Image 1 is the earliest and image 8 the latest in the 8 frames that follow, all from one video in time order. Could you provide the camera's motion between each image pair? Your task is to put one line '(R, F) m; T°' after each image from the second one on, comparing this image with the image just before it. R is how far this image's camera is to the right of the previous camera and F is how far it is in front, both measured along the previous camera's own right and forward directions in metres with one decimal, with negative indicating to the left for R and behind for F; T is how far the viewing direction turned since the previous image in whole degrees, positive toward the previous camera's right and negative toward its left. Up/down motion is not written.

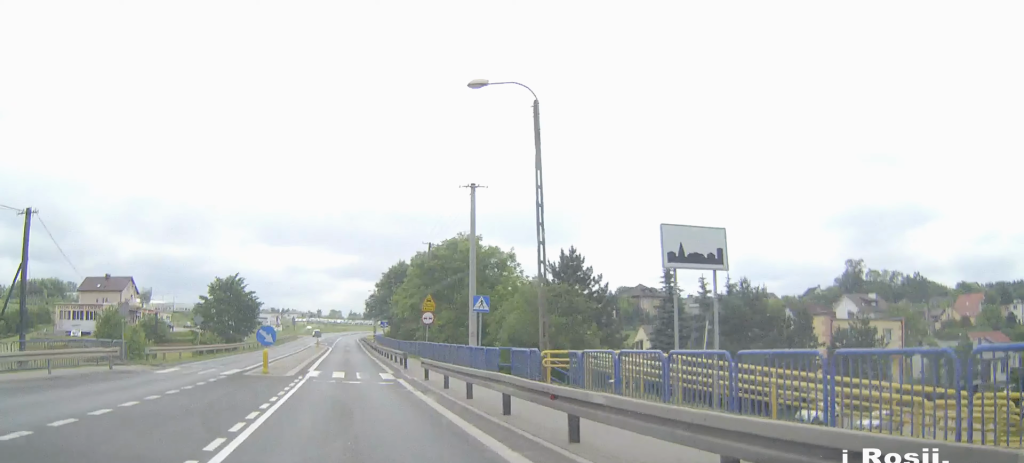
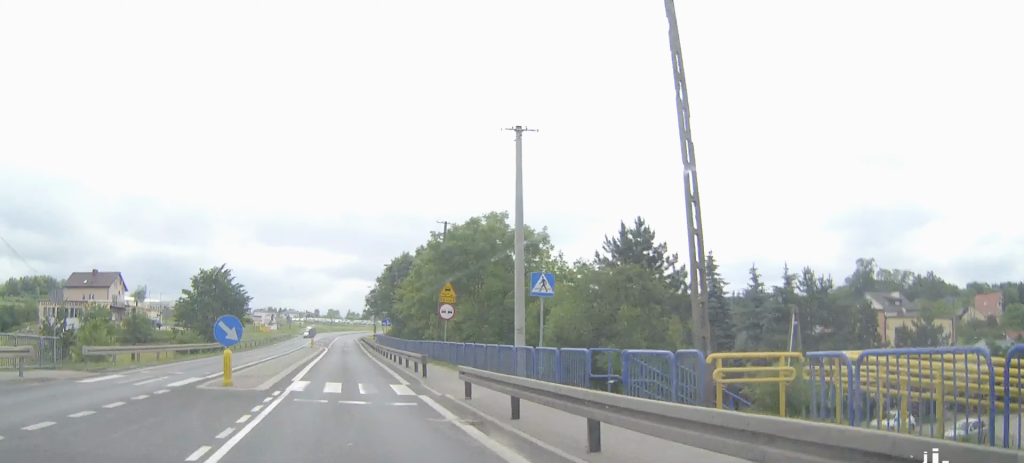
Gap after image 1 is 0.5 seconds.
(0.0, +8.6) m; 0°
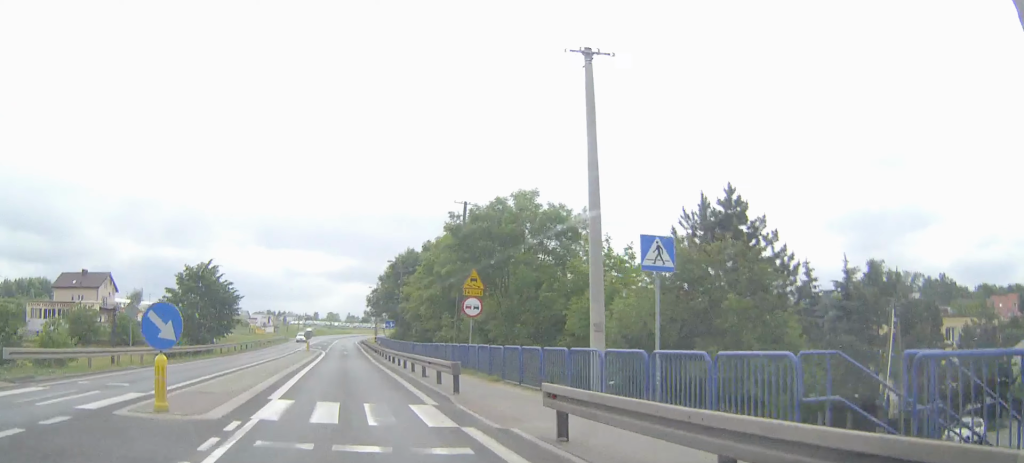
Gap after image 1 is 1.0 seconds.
(0.0, +7.2) m; 0°
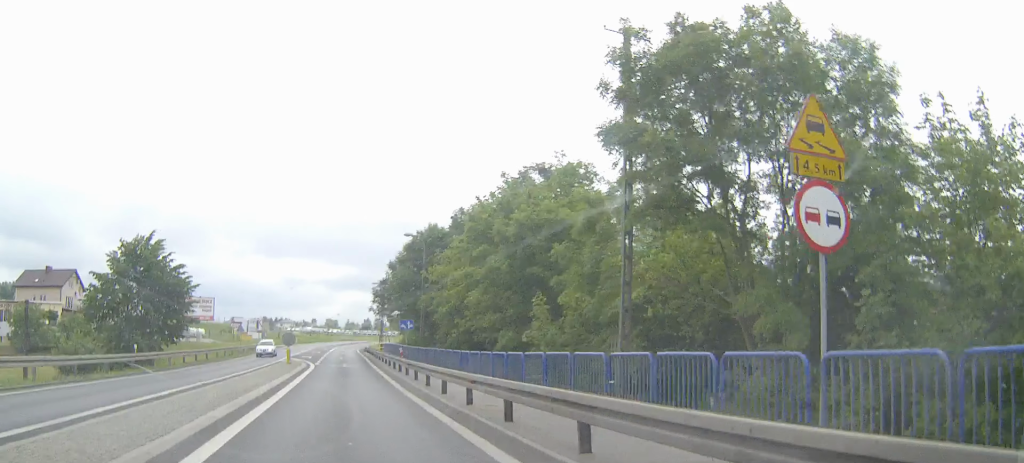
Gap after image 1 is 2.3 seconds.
(0.0, +21.5) m; 0°
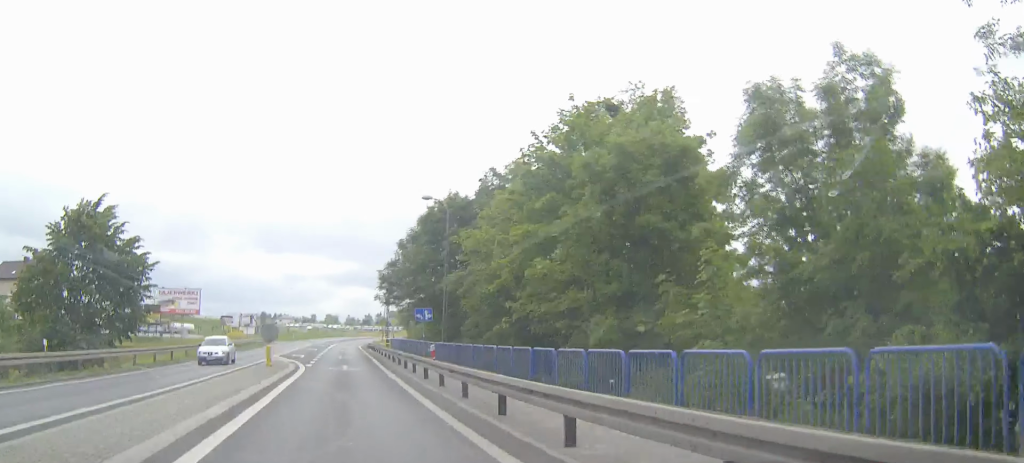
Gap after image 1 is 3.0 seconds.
(0.0, +11.0) m; 0°
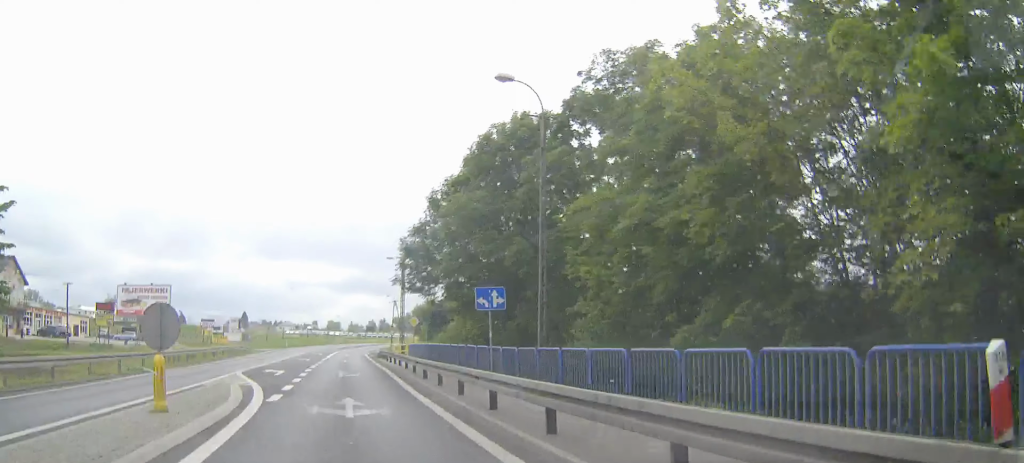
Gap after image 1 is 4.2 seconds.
(0.0, +19.0) m; 0°
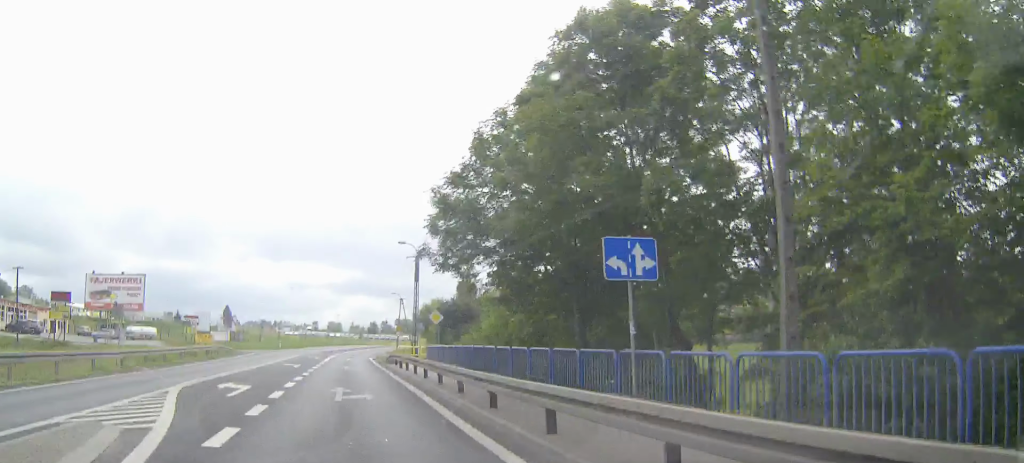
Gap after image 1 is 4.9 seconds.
(0.0, +11.8) m; 0°
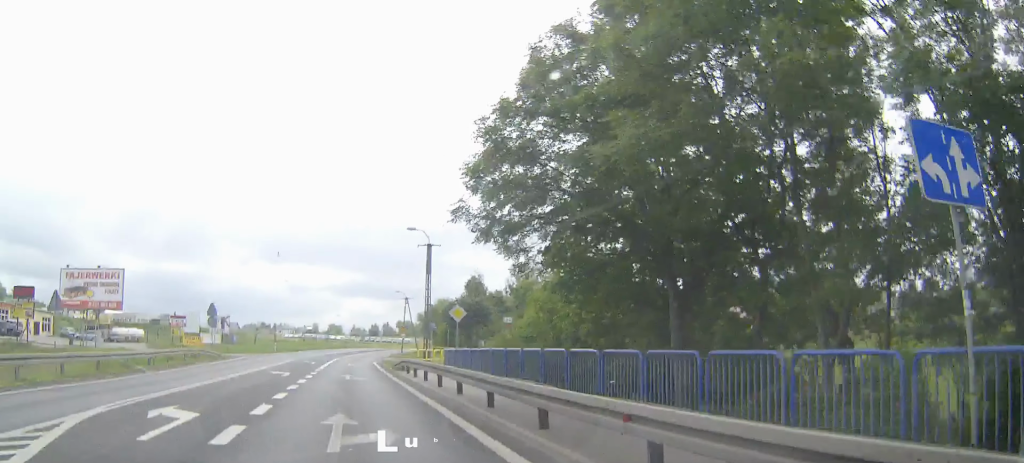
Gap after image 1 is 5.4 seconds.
(0.0, +7.8) m; 0°
